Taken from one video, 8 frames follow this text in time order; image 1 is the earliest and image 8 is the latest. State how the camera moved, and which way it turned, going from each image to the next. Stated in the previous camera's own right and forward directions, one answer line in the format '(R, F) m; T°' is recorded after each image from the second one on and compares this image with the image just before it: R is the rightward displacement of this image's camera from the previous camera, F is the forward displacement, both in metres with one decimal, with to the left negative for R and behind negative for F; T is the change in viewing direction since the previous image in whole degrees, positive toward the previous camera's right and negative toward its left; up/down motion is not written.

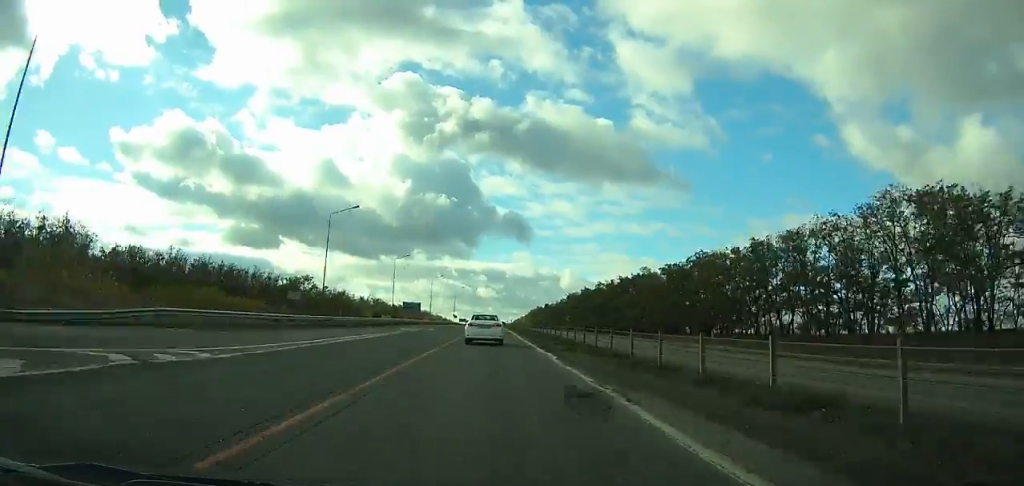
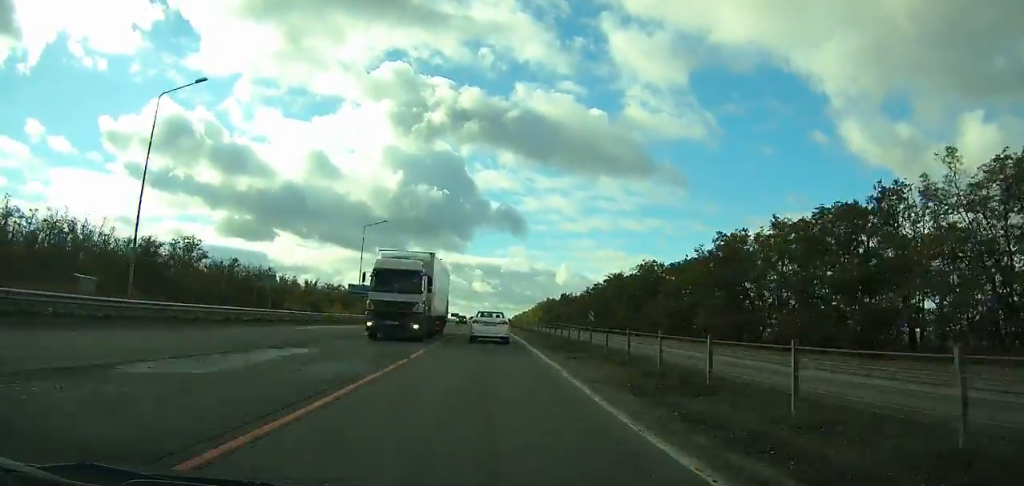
(0.0, +72.5) m; 0°
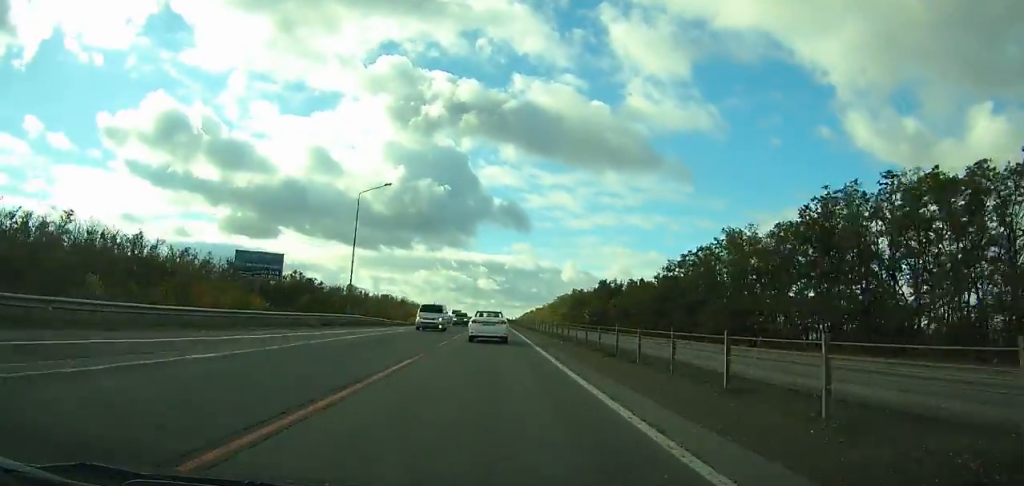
(-0.1, +61.4) m; 0°
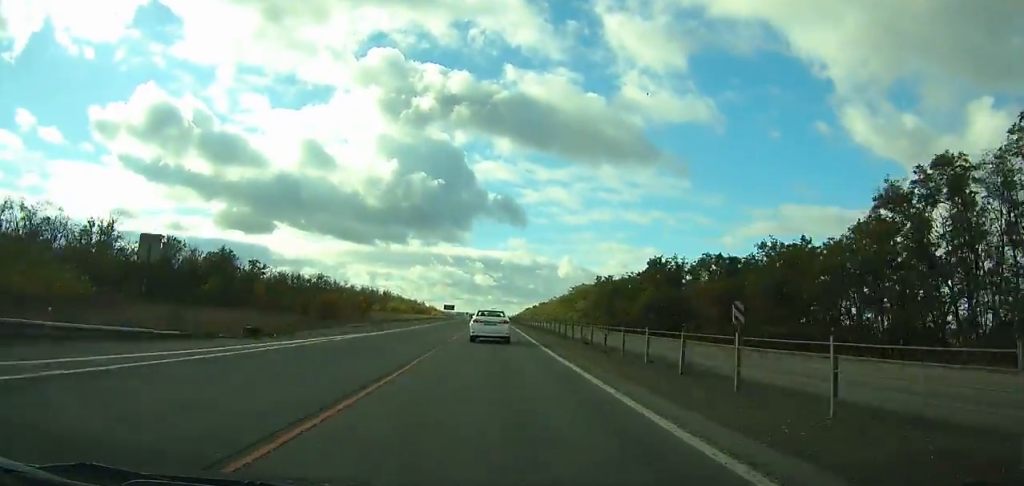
(-0.1, +46.8) m; 0°
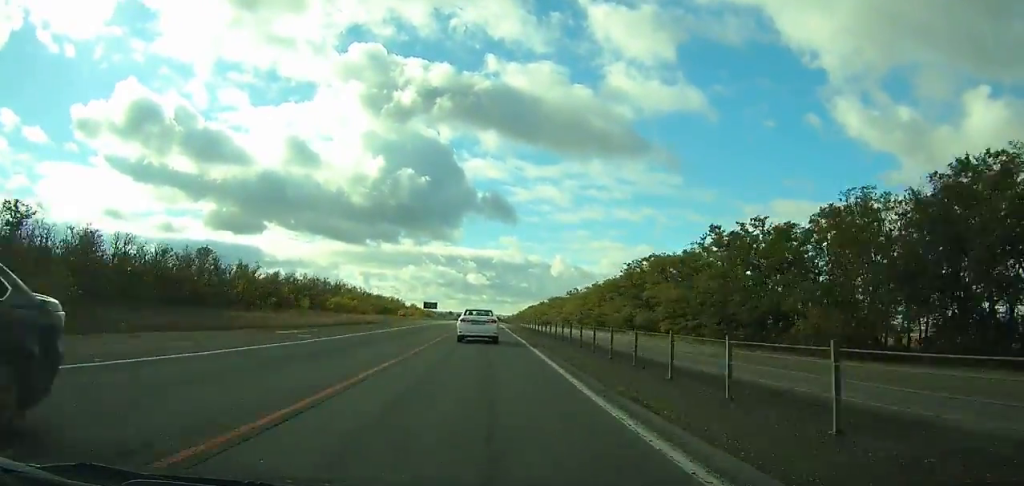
(+0.2, +78.8) m; 0°
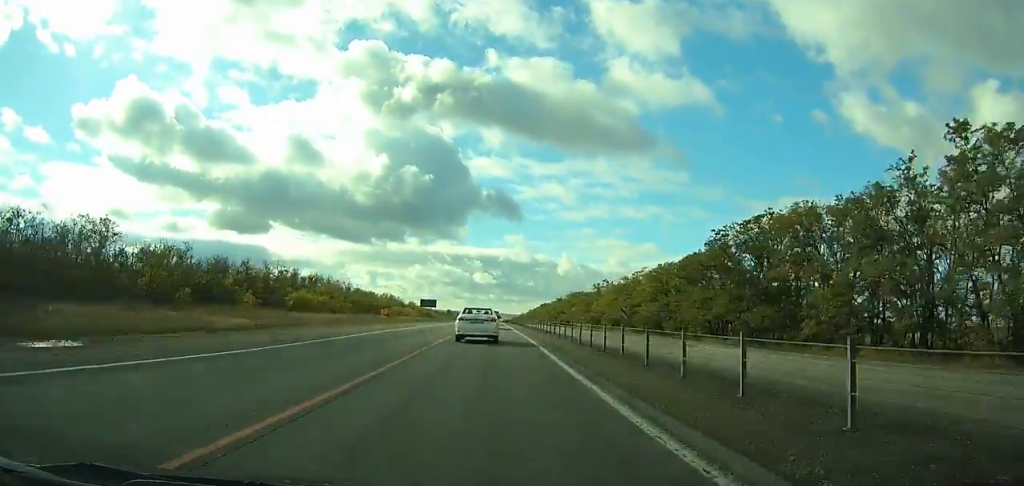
(+0.2, +39.1) m; 0°
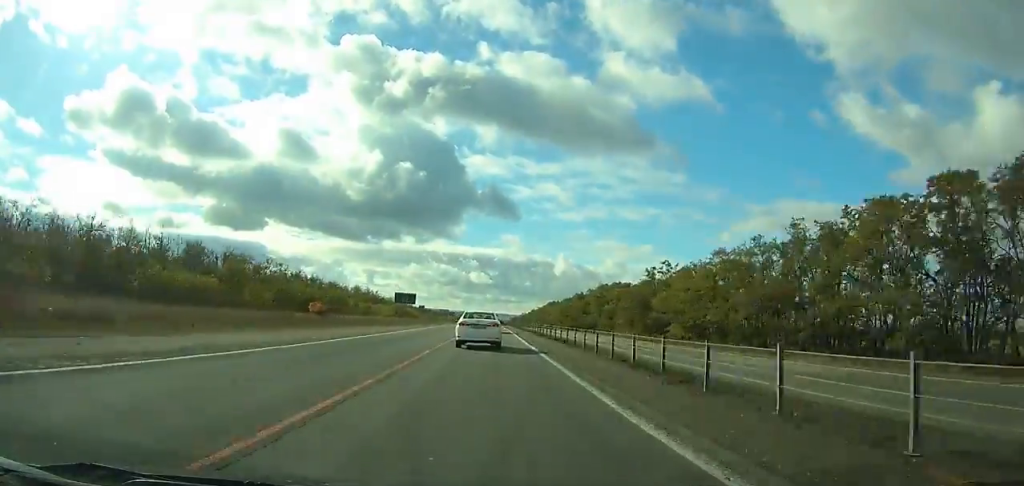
(-0.2, +54.1) m; 0°
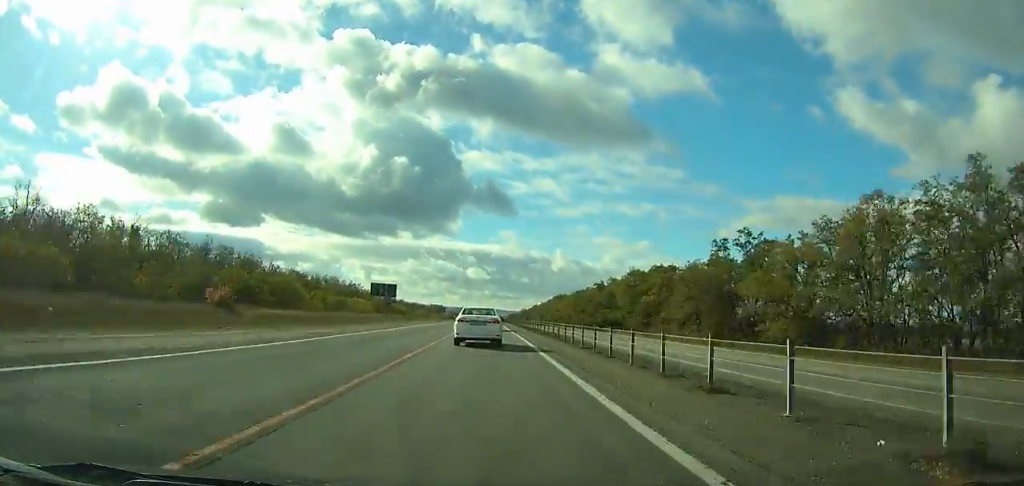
(0.0, +30.8) m; 0°
